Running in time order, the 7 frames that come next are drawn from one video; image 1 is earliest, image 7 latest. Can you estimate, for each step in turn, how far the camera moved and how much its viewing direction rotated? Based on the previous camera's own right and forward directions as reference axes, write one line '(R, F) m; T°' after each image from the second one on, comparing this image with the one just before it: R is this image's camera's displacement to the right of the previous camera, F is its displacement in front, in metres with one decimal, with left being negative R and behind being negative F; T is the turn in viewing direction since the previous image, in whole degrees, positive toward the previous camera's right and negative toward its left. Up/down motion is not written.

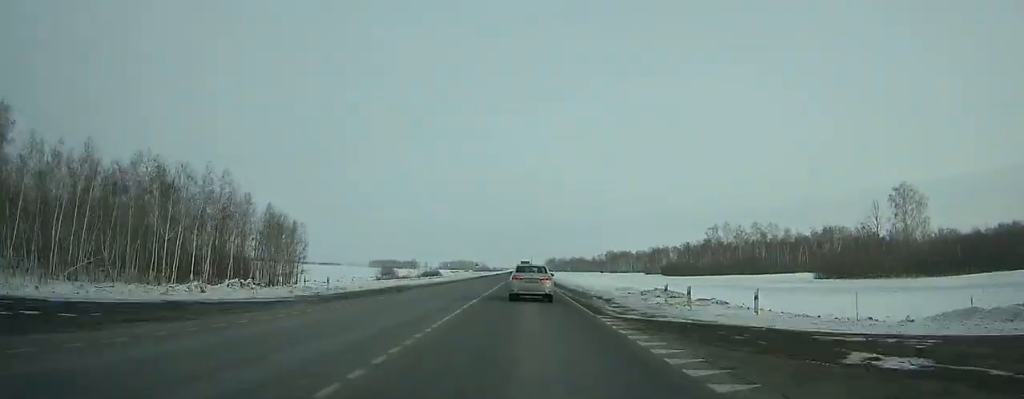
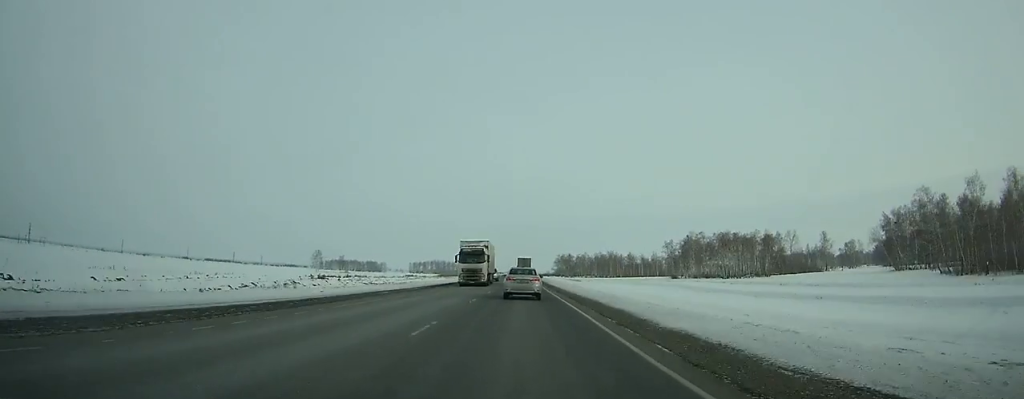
(+0.2, +230.1) m; 0°
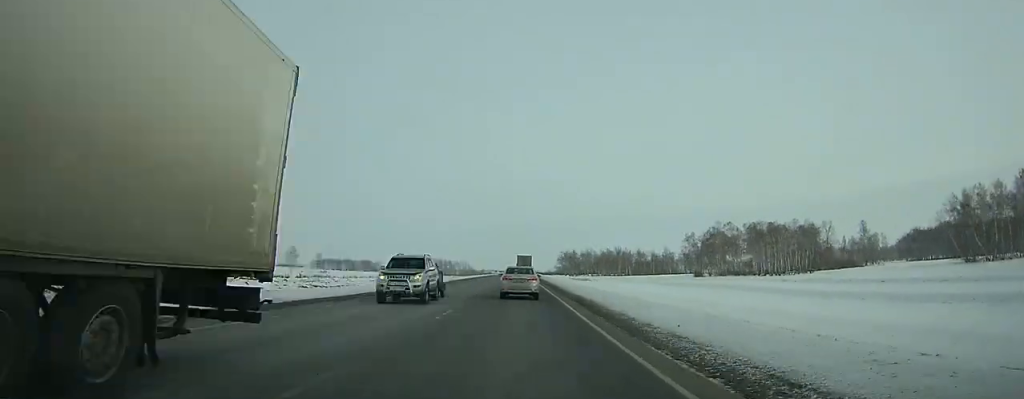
(-0.1, +31.4) m; 0°
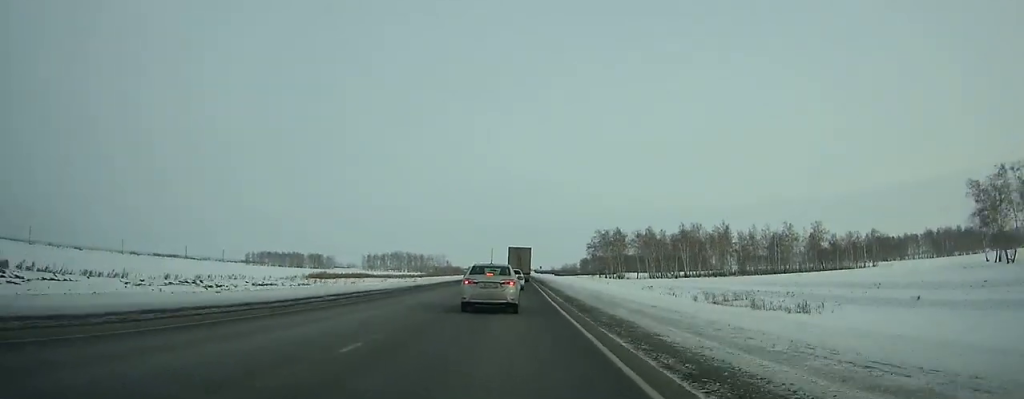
(-0.1, +166.0) m; 0°
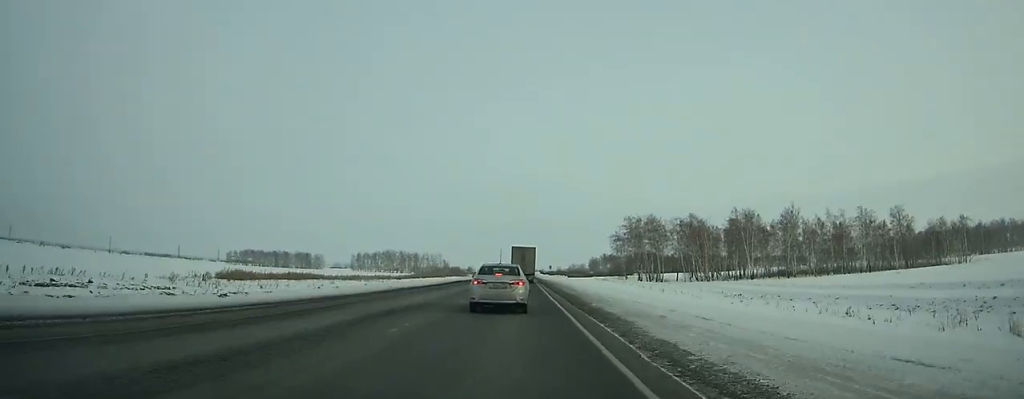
(+0.1, +44.2) m; 0°
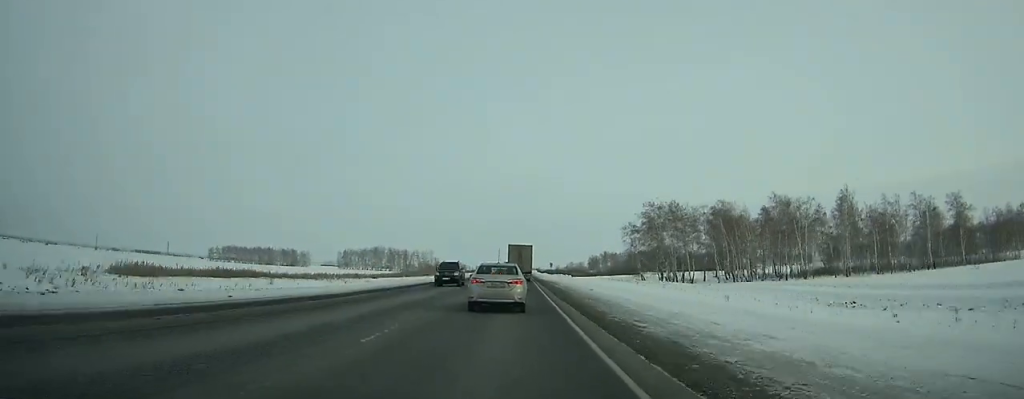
(0.0, +26.8) m; 0°
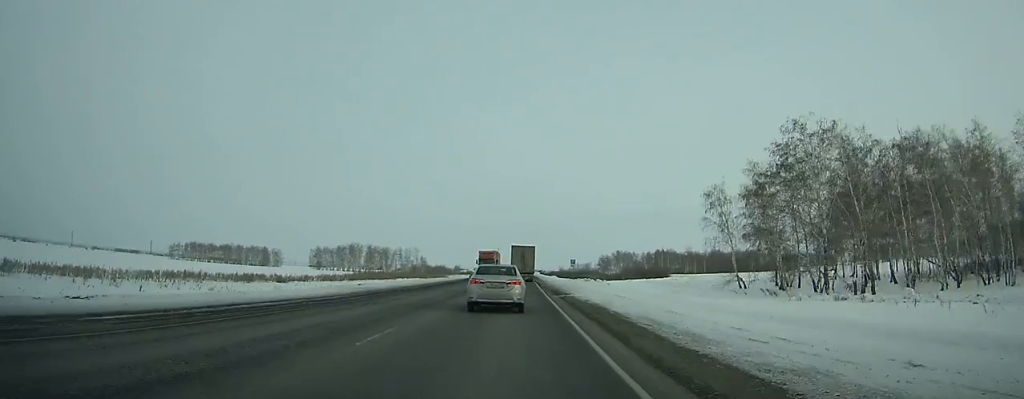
(+0.1, +61.2) m; 0°
